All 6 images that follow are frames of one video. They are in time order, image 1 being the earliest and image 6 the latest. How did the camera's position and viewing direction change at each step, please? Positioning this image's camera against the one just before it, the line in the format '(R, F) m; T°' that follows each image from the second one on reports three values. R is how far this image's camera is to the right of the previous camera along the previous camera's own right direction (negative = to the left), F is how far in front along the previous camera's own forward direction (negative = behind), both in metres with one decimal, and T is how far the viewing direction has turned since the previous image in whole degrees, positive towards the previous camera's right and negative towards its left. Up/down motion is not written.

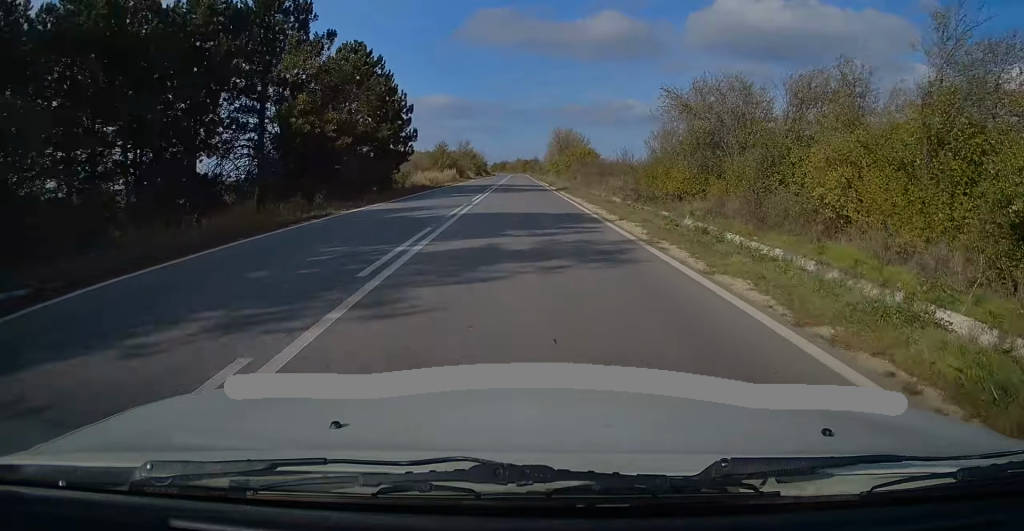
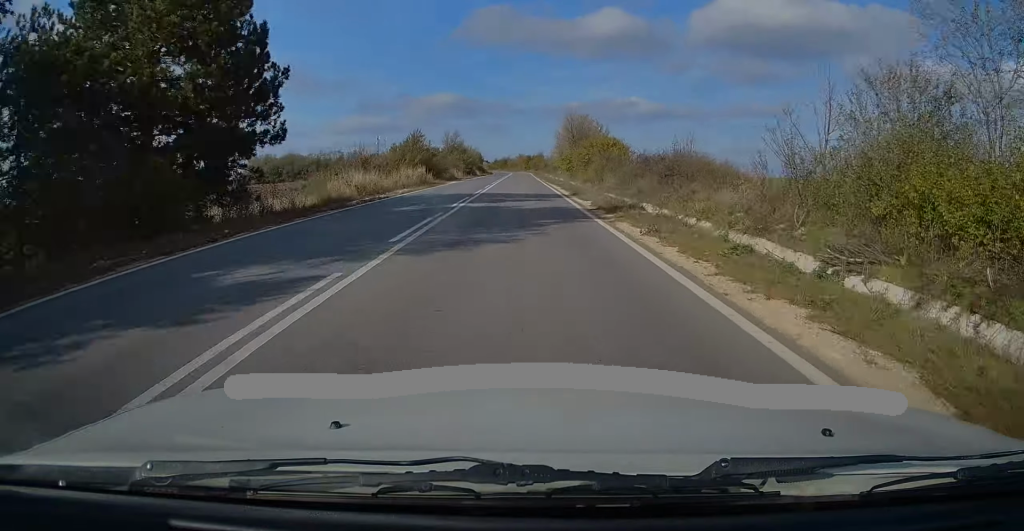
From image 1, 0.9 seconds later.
(-0.1, +23.7) m; 0°
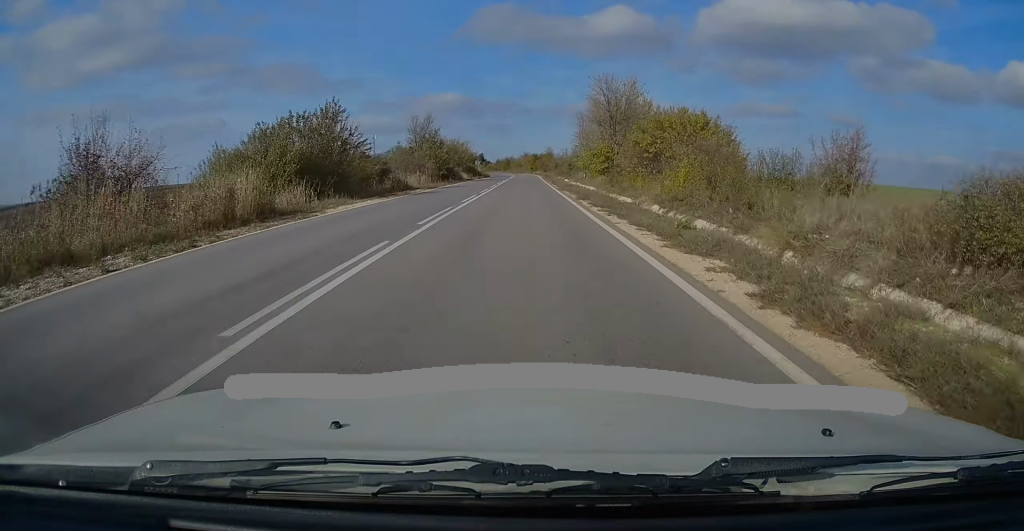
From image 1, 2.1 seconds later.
(0.0, +32.9) m; 0°
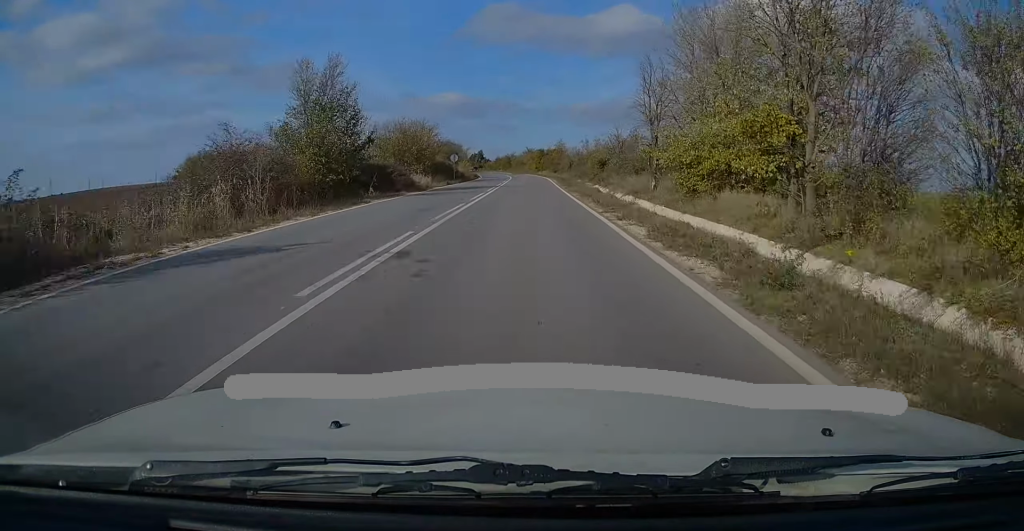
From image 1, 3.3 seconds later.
(-0.2, +34.6) m; 0°
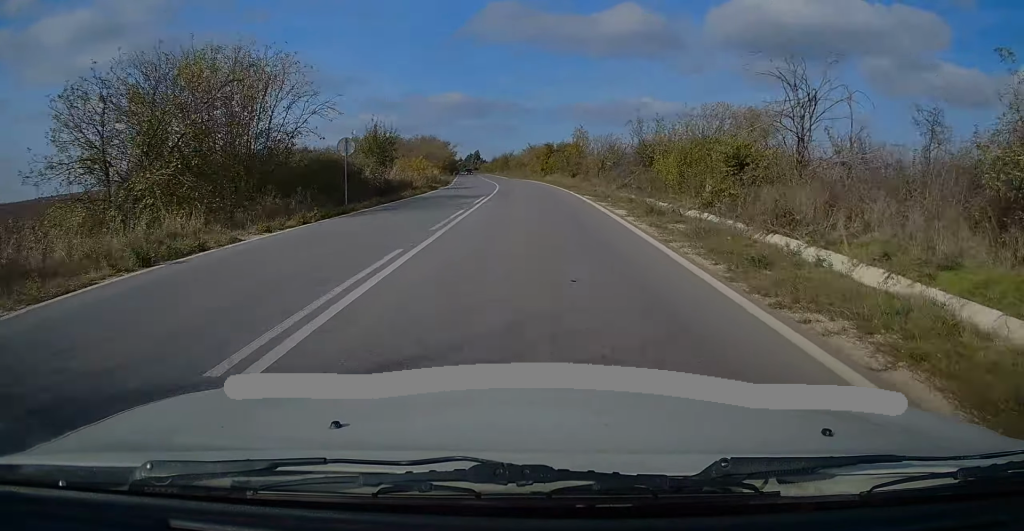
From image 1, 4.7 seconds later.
(0.0, +38.1) m; 0°
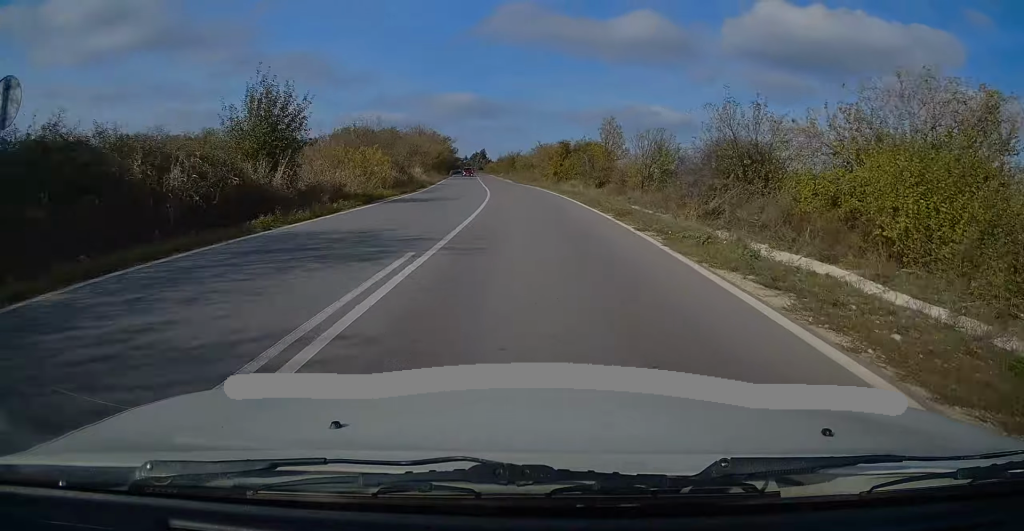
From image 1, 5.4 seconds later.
(0.0, +18.2) m; -1°
